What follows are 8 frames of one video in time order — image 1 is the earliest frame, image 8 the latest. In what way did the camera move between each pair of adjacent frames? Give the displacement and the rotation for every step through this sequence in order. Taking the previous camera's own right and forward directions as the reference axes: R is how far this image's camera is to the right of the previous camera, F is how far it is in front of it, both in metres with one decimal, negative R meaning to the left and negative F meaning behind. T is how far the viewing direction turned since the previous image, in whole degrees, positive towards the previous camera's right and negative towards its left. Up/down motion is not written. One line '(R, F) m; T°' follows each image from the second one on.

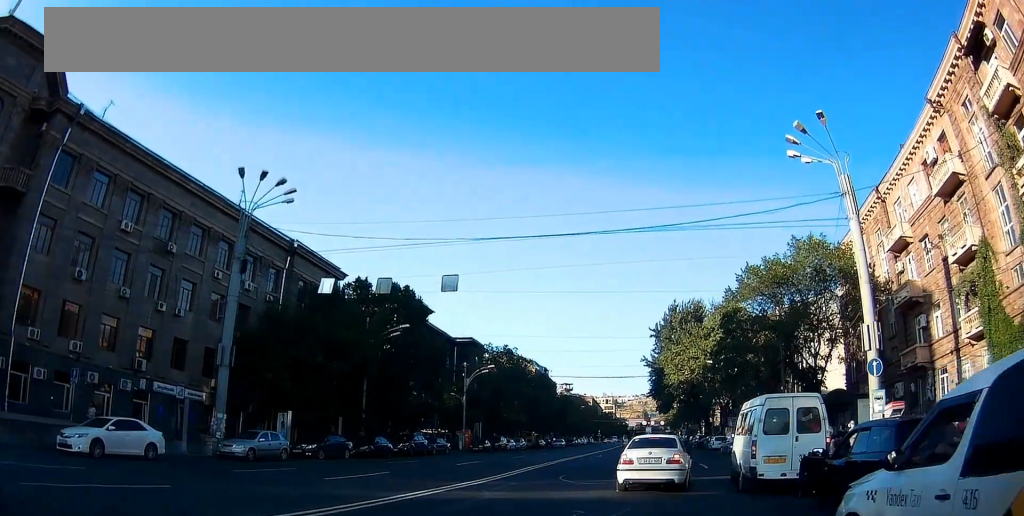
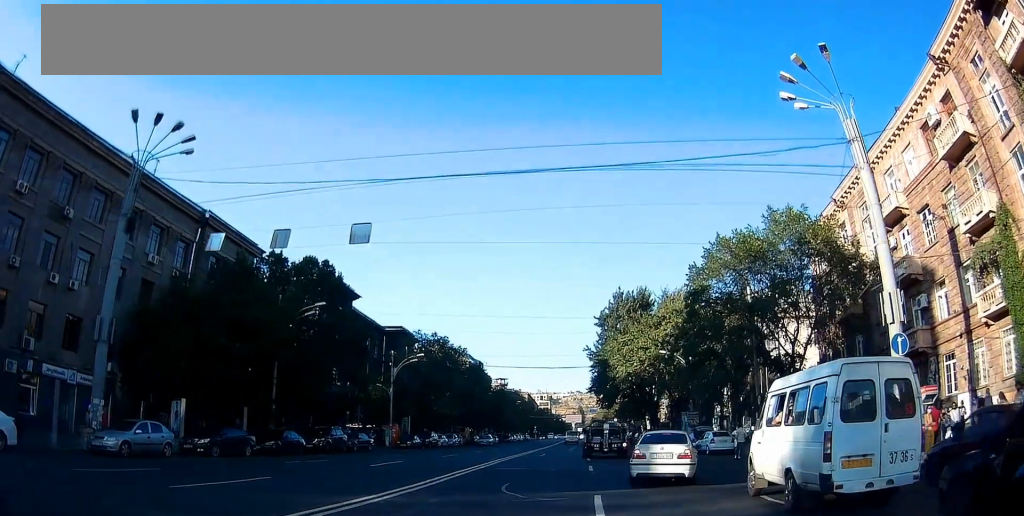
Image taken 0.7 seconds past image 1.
(-0.2, +4.1) m; +7°
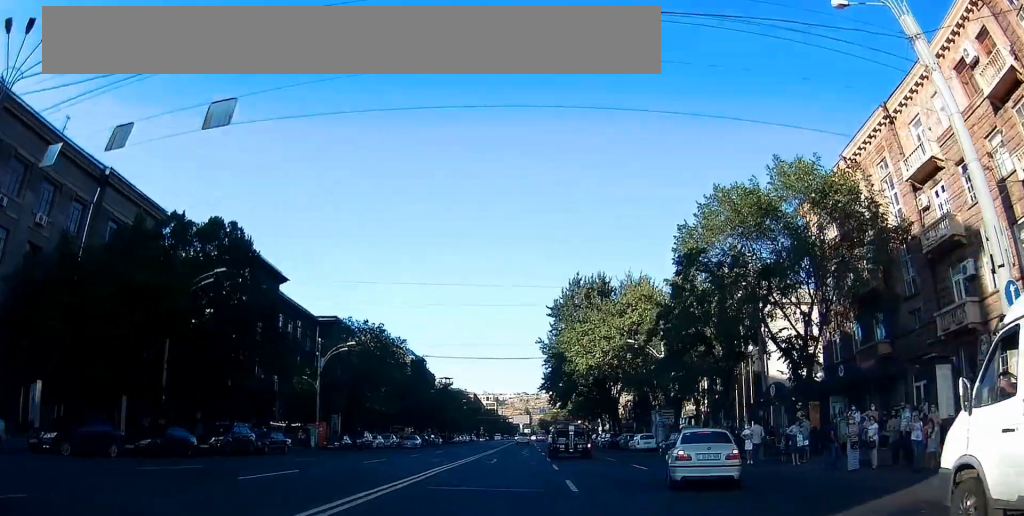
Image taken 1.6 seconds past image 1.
(+0.9, +6.6) m; +5°
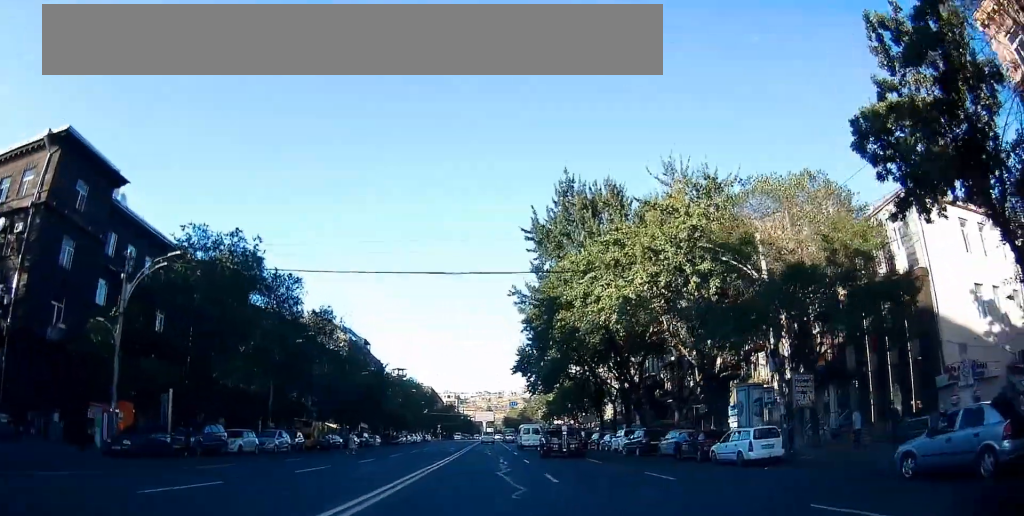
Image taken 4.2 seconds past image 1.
(0.0, +24.1) m; 0°
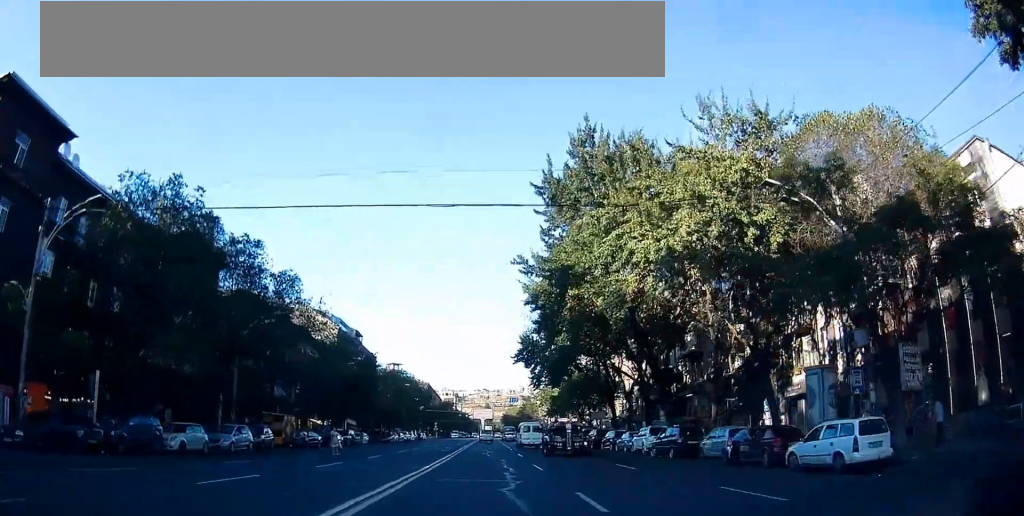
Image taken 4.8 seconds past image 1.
(-0.2, +6.8) m; 0°
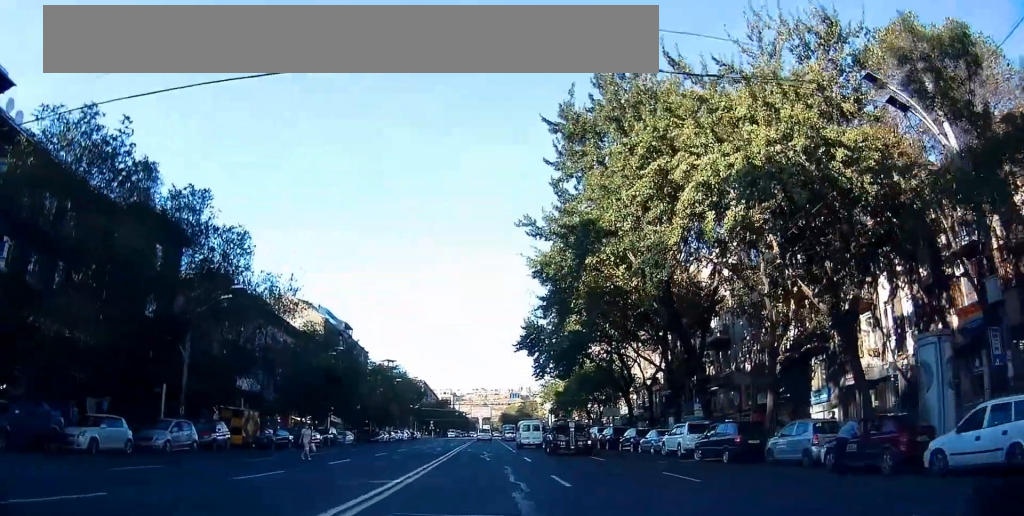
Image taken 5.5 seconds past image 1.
(+0.2, +7.2) m; +2°
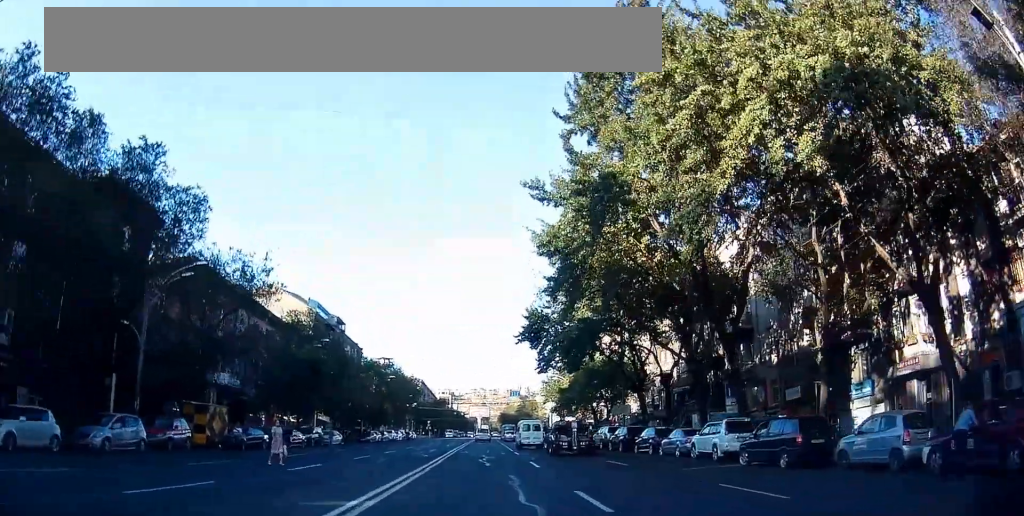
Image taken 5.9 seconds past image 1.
(0.0, +5.0) m; +1°
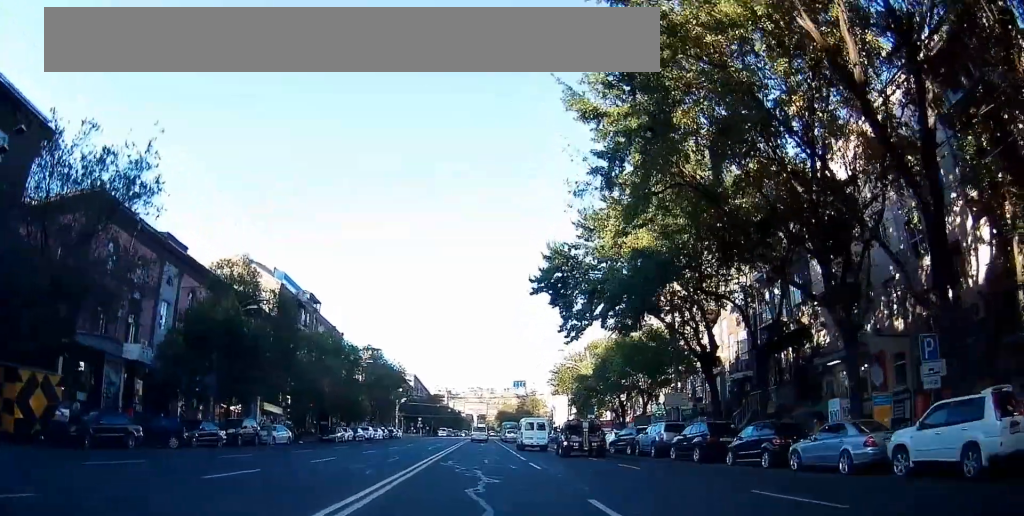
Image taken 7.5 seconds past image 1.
(+0.5, +15.6) m; -2°
